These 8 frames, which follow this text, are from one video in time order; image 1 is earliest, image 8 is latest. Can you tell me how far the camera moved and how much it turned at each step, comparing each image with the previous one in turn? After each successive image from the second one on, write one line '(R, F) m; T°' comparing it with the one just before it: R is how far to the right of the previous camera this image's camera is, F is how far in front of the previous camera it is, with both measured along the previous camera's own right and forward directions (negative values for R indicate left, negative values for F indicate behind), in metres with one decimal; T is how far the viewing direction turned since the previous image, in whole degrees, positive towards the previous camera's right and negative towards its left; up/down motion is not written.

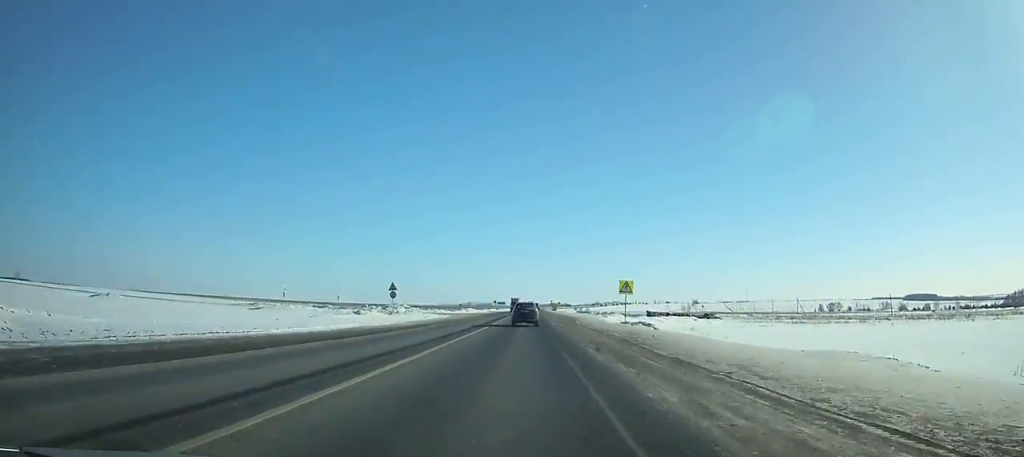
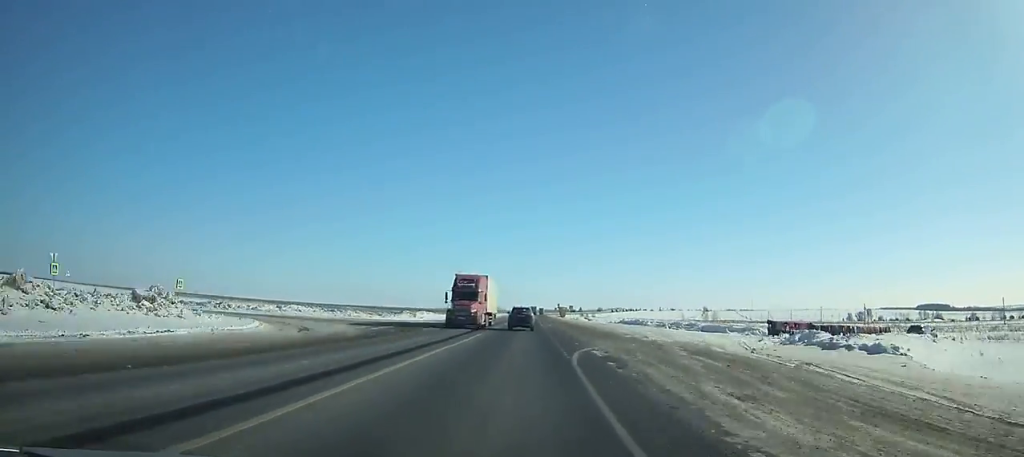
(-0.2, +63.4) m; 0°
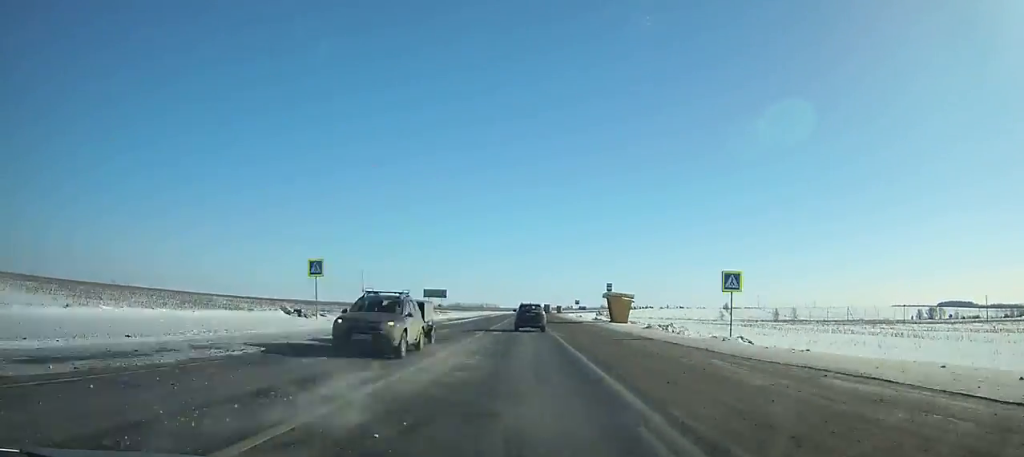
(+0.5, +123.6) m; +1°
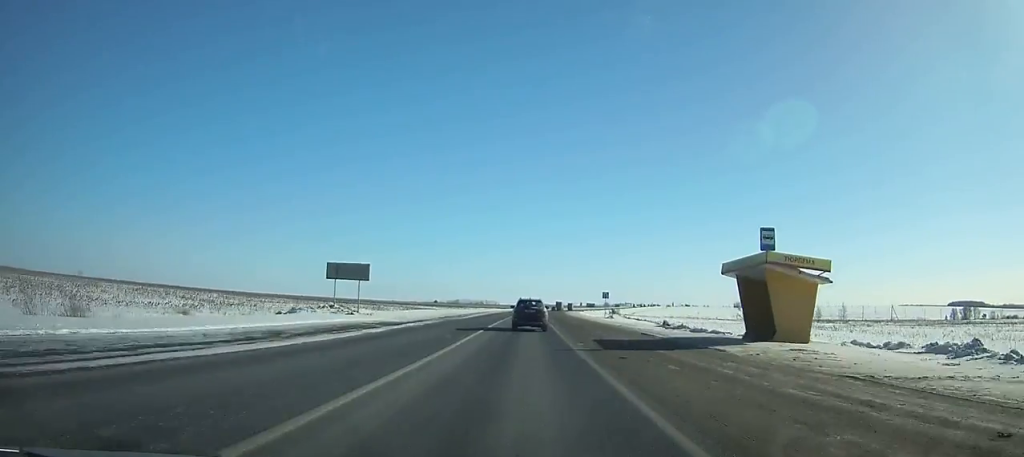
(0.0, +43.3) m; 0°
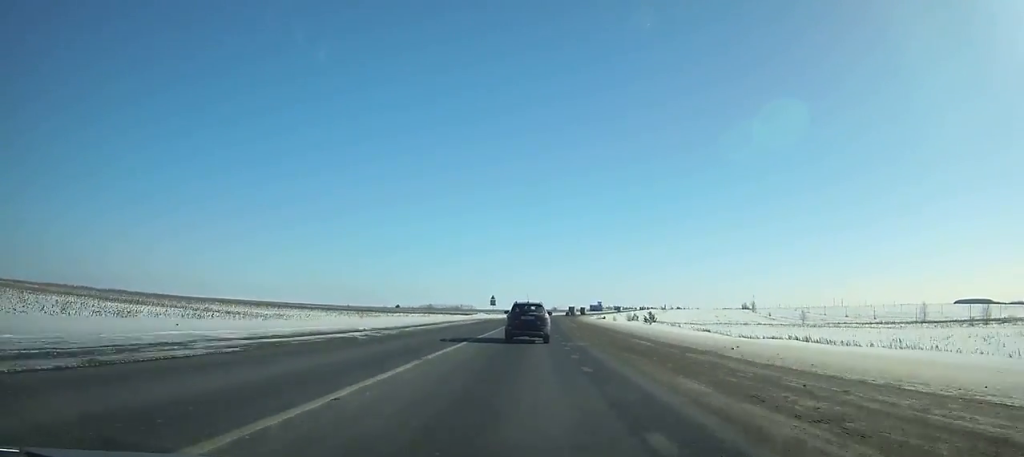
(+1.4, +112.7) m; +2°
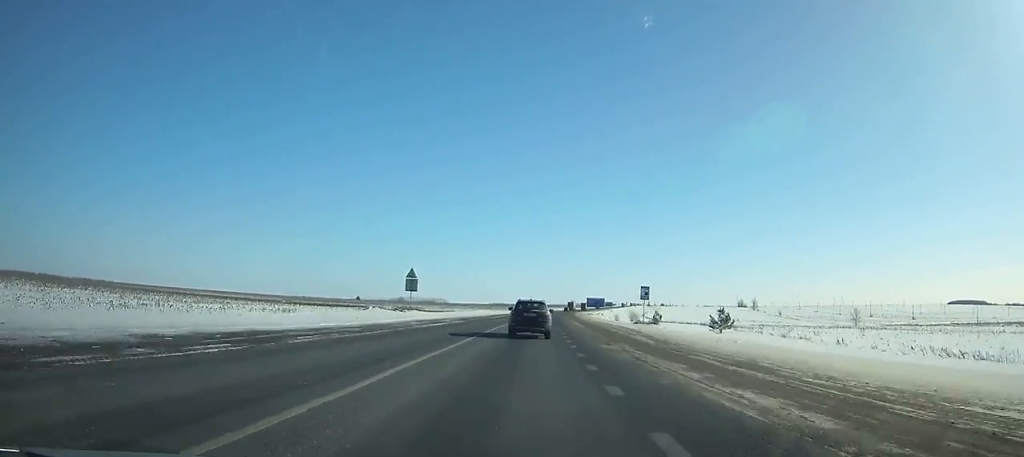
(+1.1, +69.1) m; +2°
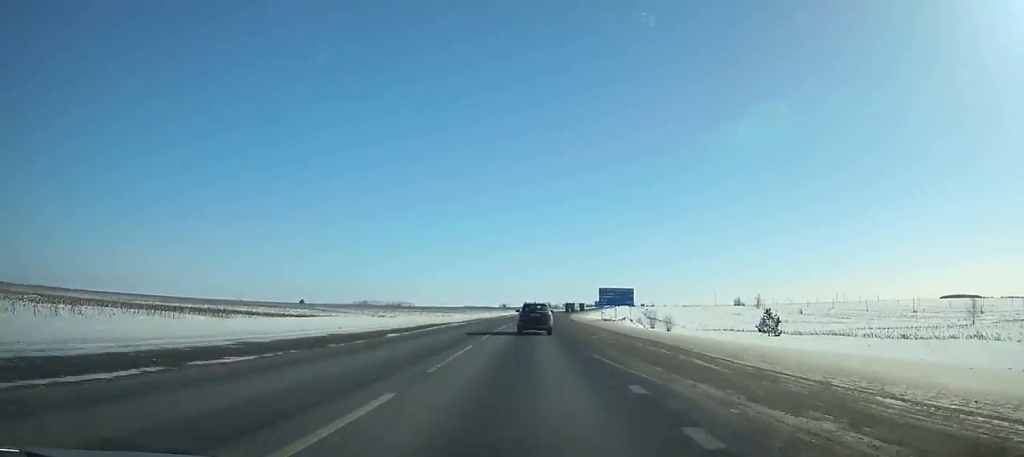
(+1.9, +80.6) m; +3°
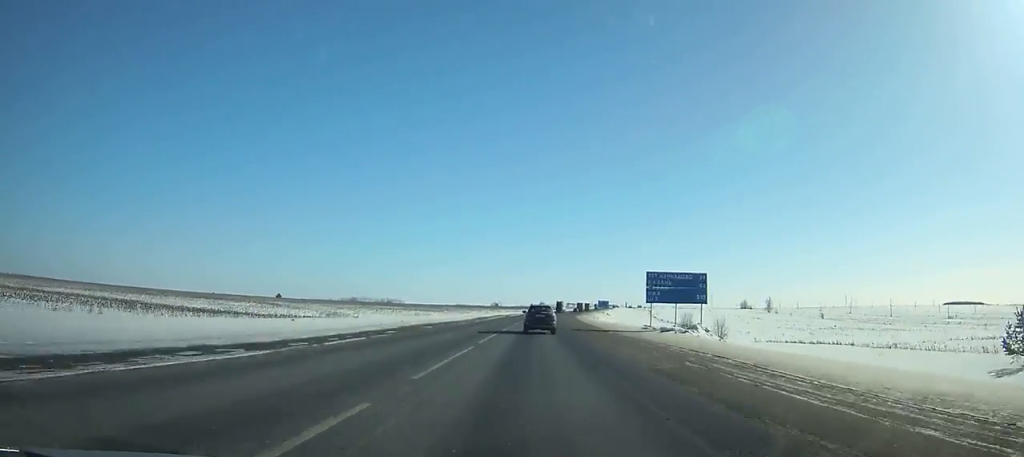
(+0.3, +37.3) m; +1°
